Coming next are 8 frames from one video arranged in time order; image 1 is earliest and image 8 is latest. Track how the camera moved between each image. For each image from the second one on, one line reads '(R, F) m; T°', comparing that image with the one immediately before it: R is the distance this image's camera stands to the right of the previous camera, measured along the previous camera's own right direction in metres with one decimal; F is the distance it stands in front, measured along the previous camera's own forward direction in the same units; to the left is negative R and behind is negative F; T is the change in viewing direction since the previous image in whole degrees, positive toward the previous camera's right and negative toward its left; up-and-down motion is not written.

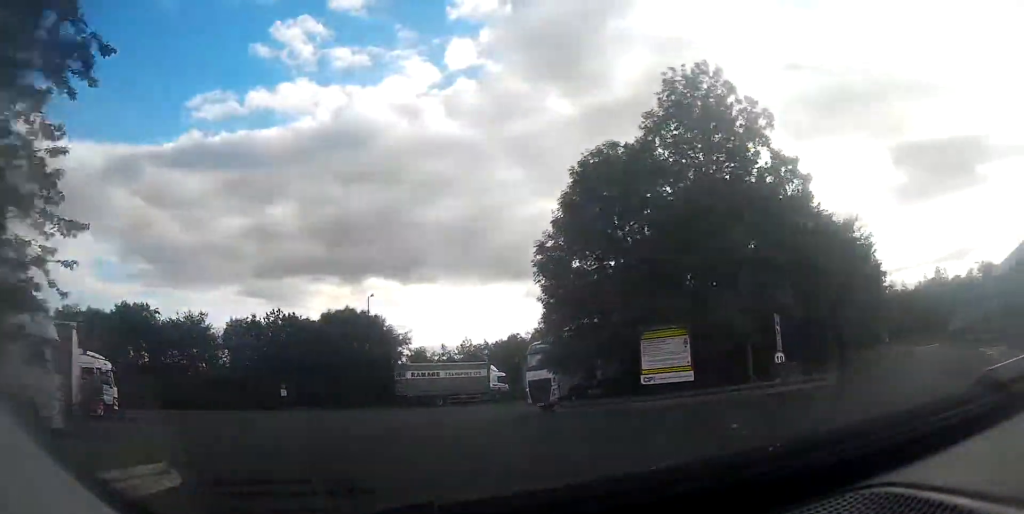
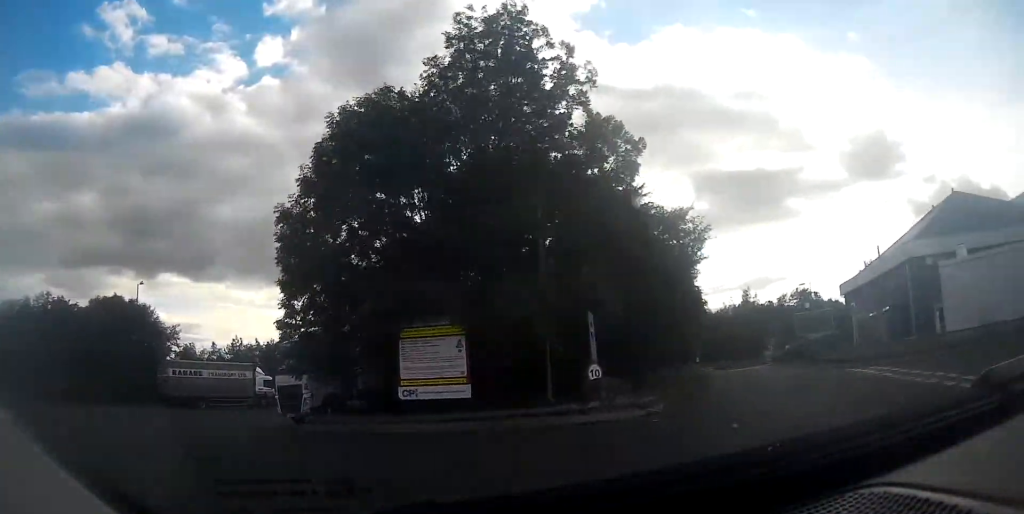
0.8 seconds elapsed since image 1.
(+1.0, +5.2) m; +15°
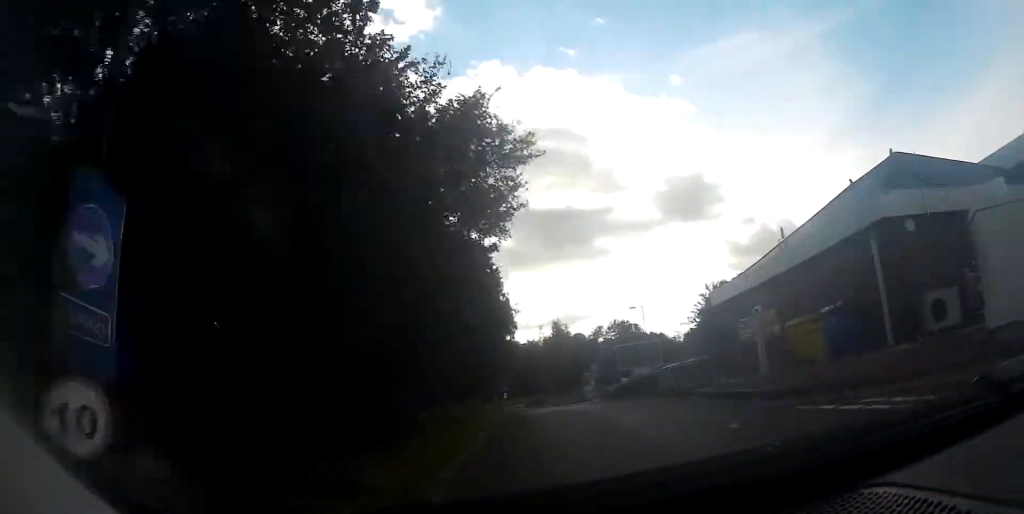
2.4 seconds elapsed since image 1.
(+2.2, +10.8) m; +18°
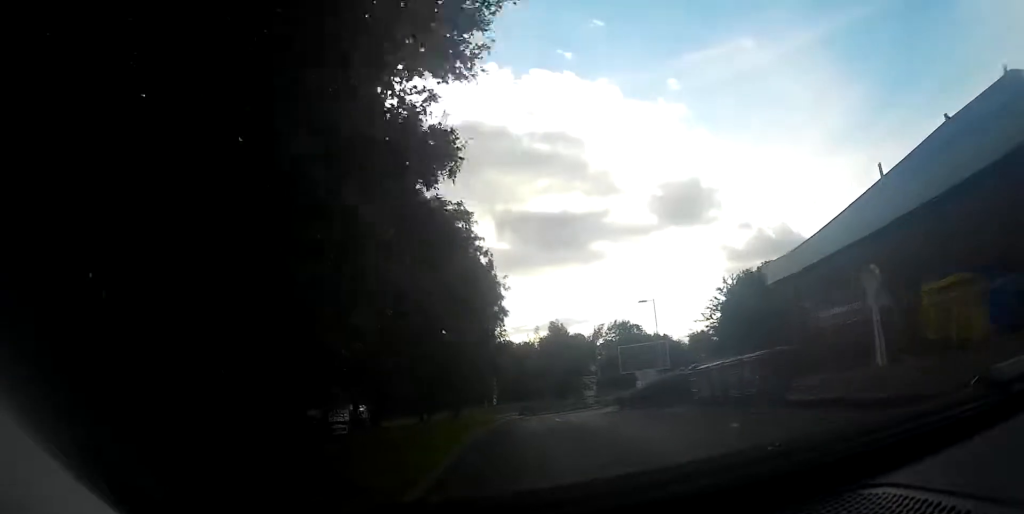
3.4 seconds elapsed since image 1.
(+0.5, +7.3) m; +4°
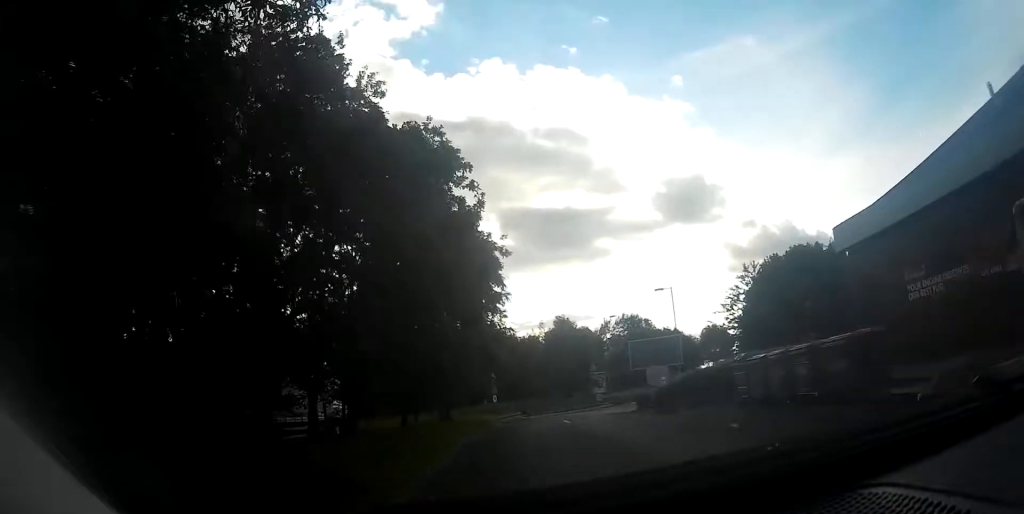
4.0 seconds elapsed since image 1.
(0.0, +4.8) m; 0°
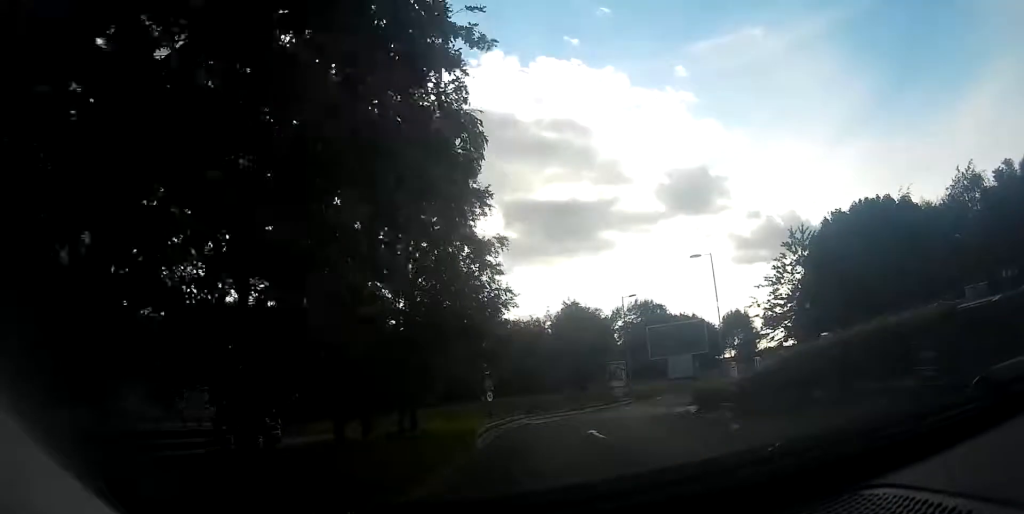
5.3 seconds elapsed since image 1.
(-0.2, +9.6) m; -4°
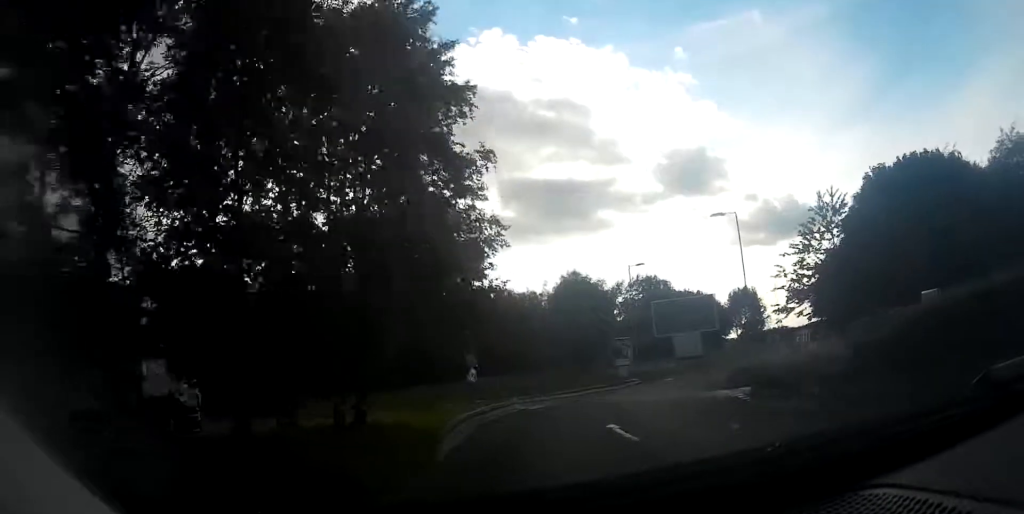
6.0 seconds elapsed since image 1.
(-0.2, +5.6) m; -2°
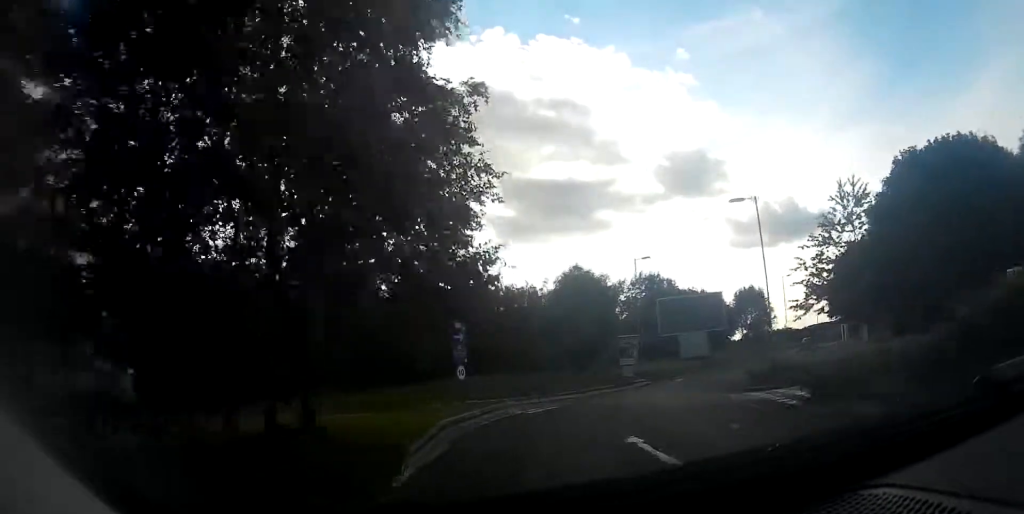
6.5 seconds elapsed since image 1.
(0.0, +3.0) m; 0°
